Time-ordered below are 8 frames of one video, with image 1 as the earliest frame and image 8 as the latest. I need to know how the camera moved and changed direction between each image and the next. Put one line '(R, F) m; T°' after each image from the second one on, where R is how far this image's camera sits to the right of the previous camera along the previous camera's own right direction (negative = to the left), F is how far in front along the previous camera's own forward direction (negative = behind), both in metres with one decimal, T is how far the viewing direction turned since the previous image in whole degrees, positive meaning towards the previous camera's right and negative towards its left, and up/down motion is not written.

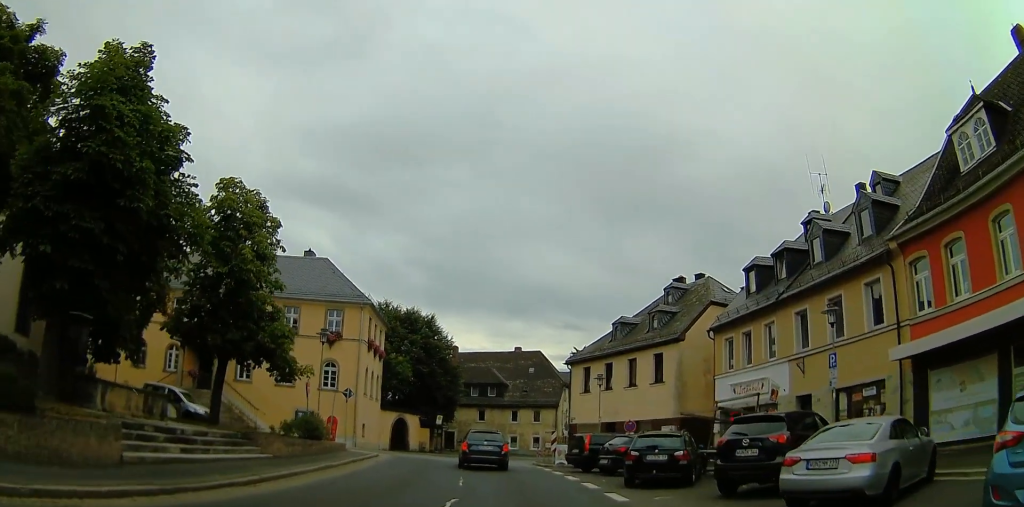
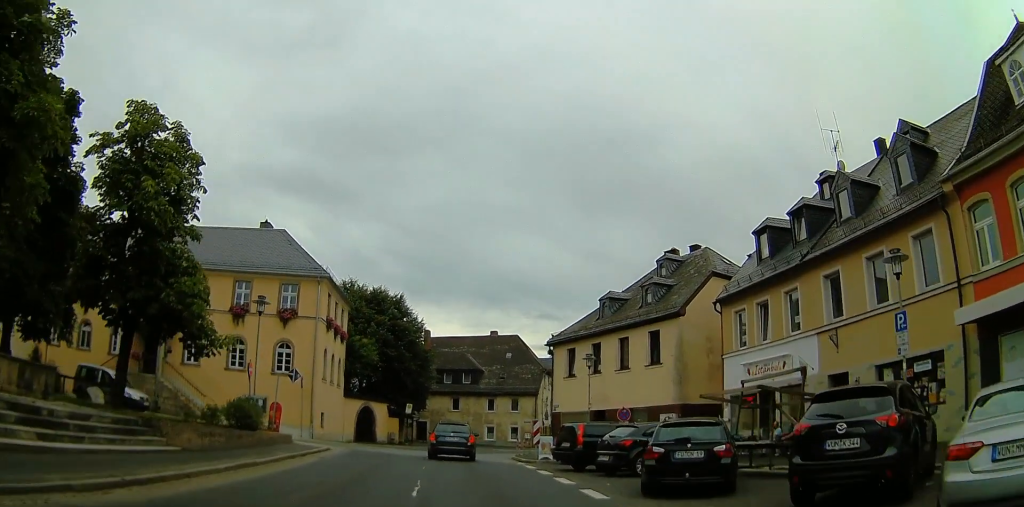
(0.0, +4.0) m; 0°
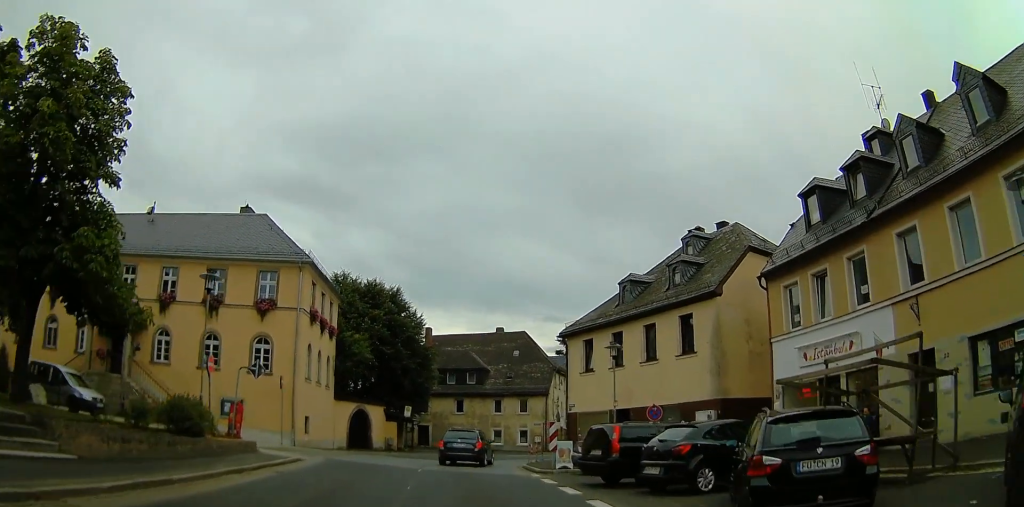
(0.0, +4.0) m; 0°
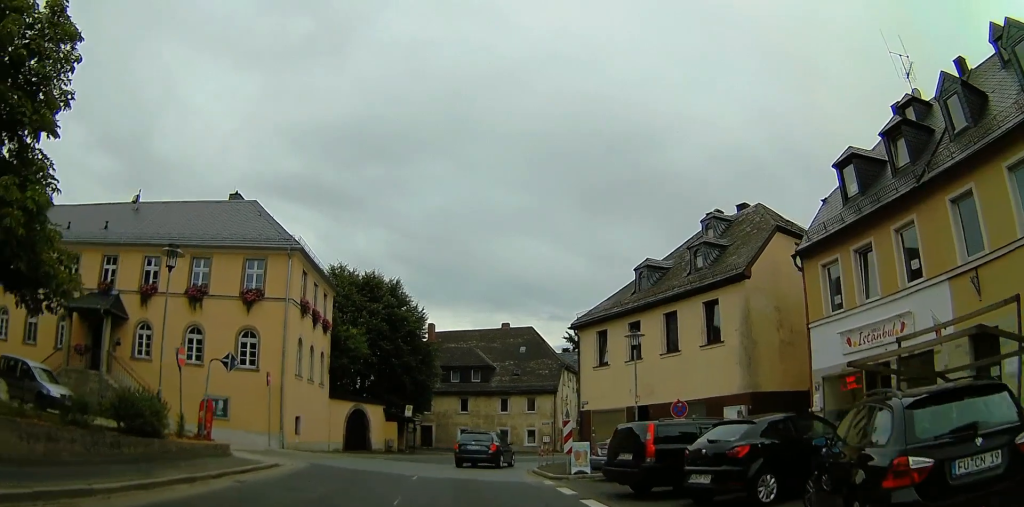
(0.0, +2.4) m; 0°
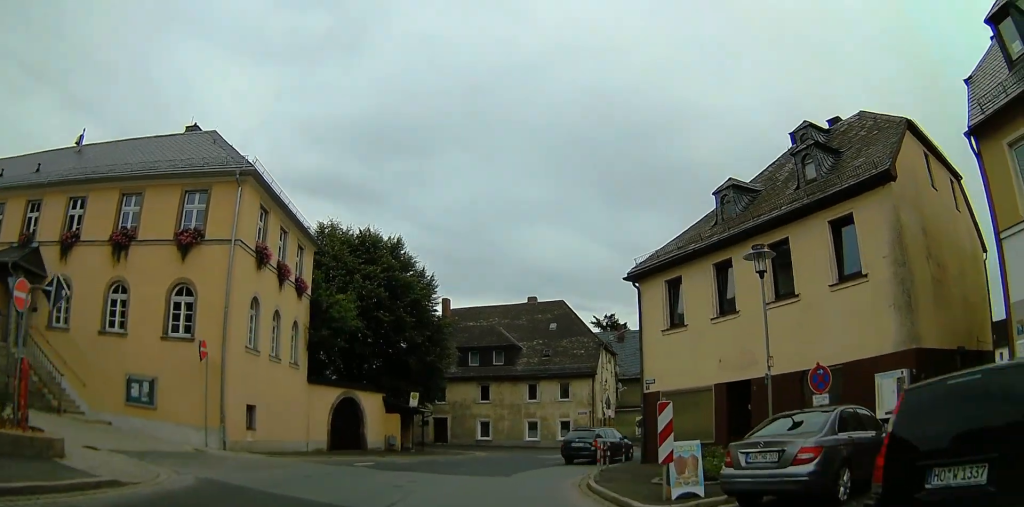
(0.0, +8.5) m; 0°
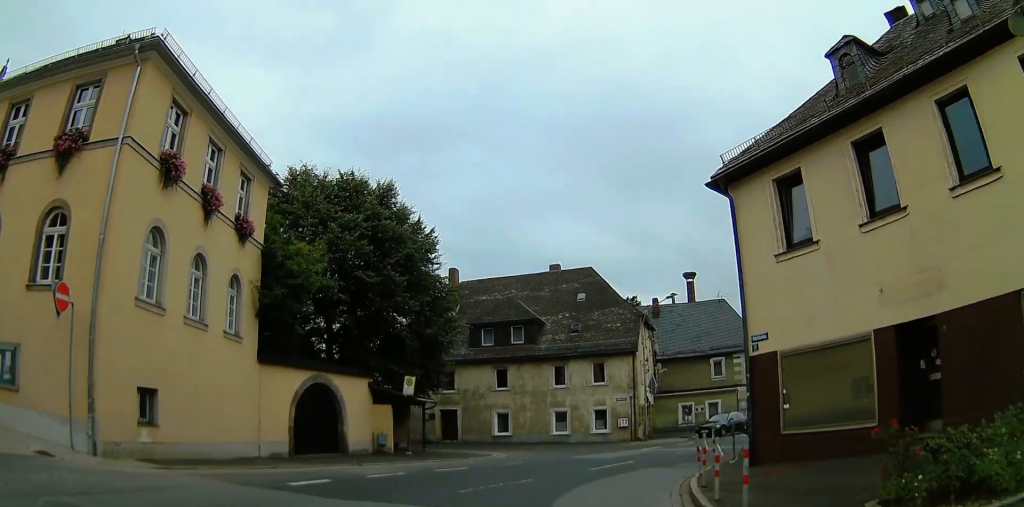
(0.0, +8.2) m; 0°
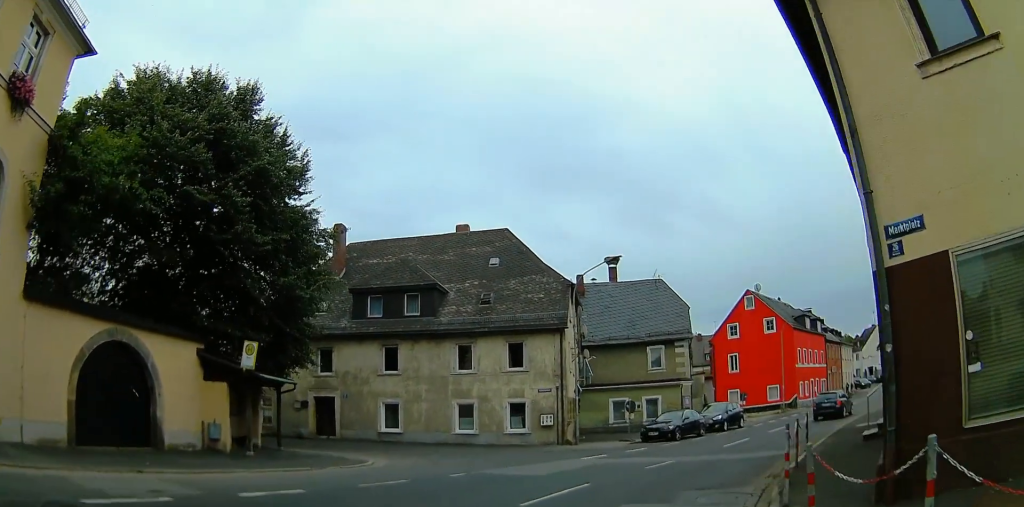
(0.0, +7.8) m; 0°
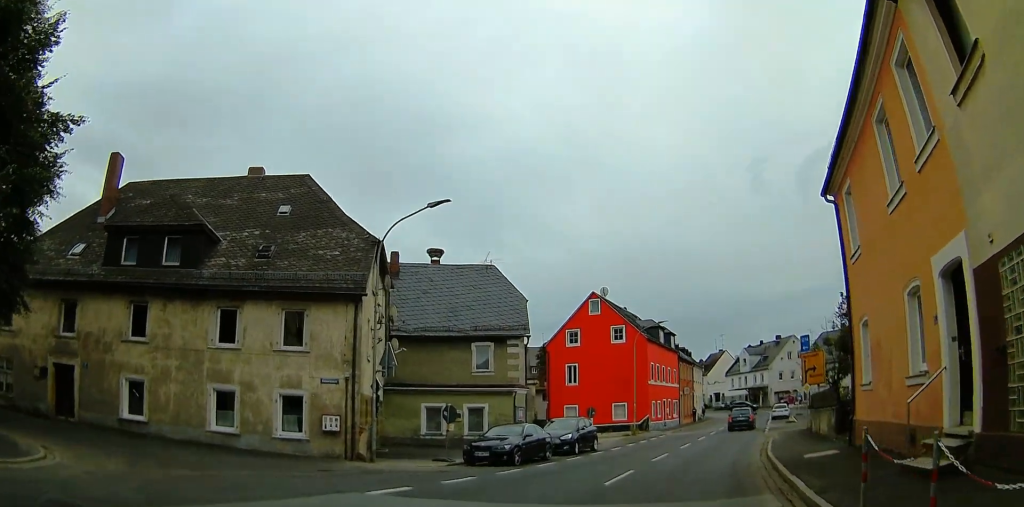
(+0.1, +7.9) m; +17°
